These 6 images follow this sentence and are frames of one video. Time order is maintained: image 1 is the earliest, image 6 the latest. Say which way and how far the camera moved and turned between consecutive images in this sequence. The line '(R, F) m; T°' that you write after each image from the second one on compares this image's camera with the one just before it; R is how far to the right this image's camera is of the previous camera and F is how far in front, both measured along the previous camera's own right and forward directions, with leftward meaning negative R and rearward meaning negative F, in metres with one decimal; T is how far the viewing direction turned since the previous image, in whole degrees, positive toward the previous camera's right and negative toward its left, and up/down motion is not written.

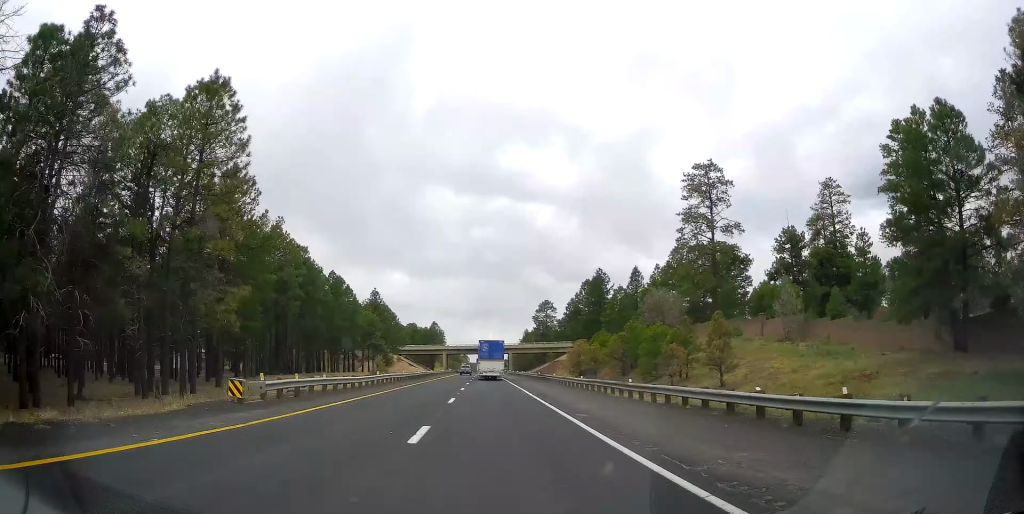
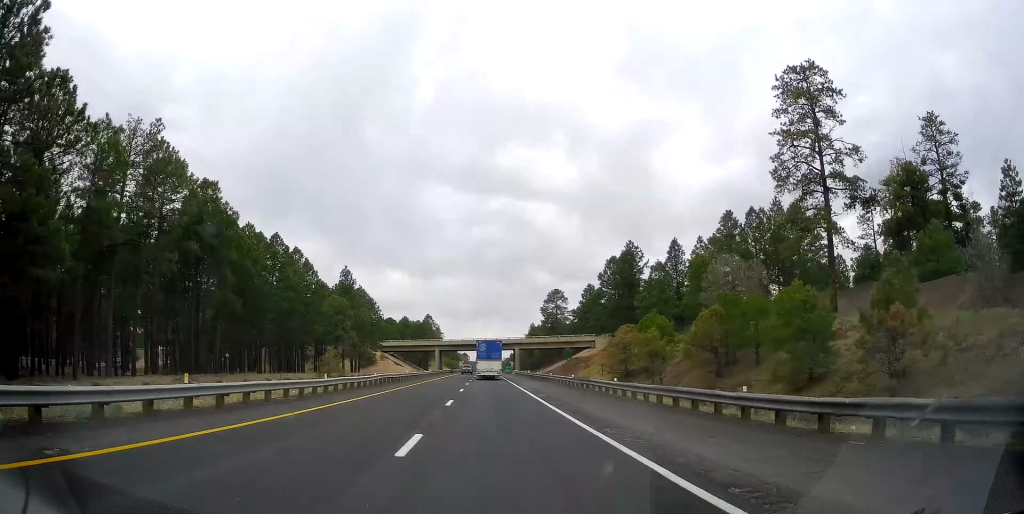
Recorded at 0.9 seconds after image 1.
(-0.1, +25.7) m; 0°
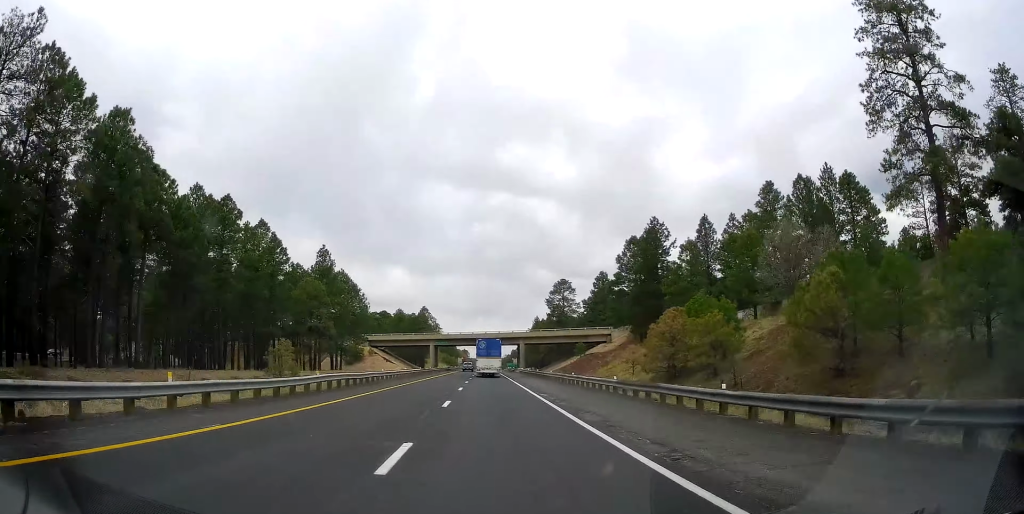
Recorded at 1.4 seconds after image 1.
(0.0, +13.9) m; 0°
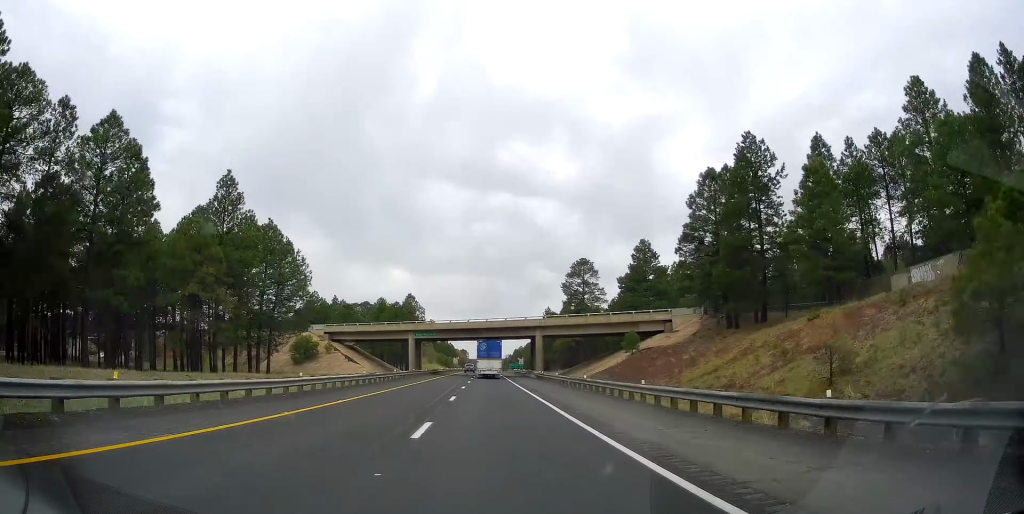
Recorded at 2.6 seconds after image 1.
(-0.2, +32.5) m; 0°
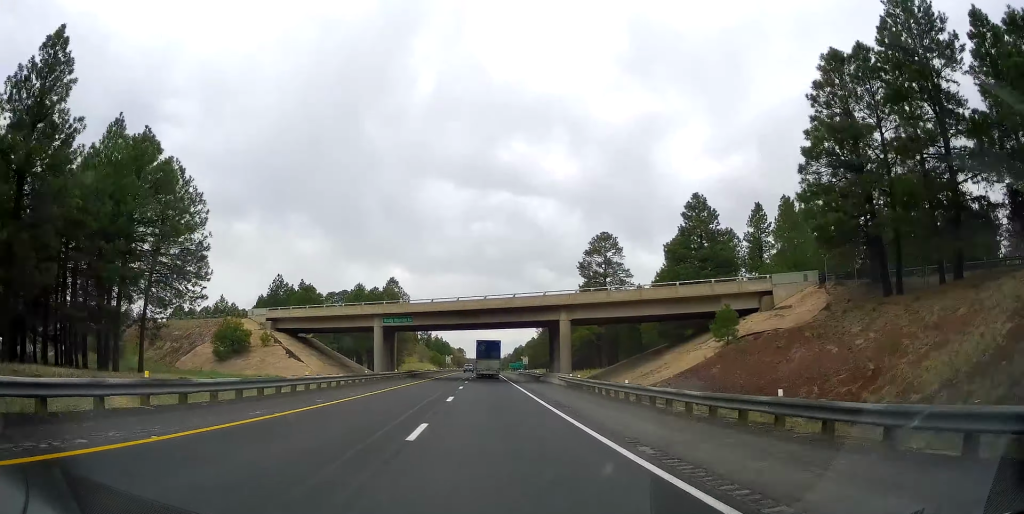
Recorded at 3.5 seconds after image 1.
(0.0, +25.1) m; +1°
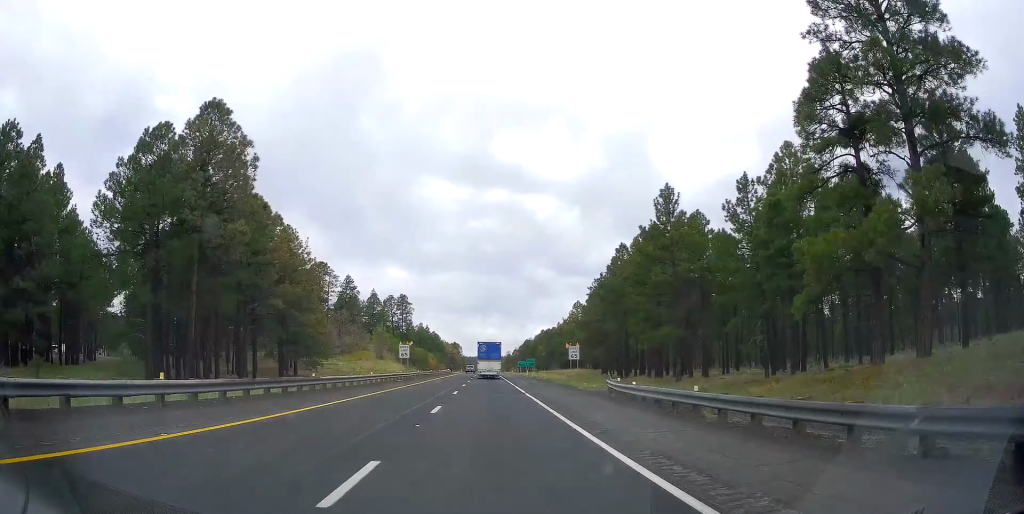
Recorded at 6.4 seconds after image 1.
(+0.7, +79.4) m; 0°
